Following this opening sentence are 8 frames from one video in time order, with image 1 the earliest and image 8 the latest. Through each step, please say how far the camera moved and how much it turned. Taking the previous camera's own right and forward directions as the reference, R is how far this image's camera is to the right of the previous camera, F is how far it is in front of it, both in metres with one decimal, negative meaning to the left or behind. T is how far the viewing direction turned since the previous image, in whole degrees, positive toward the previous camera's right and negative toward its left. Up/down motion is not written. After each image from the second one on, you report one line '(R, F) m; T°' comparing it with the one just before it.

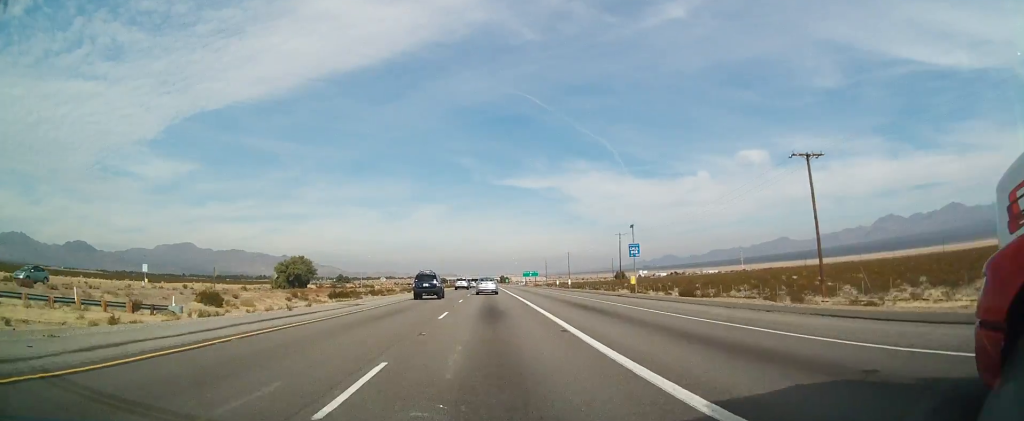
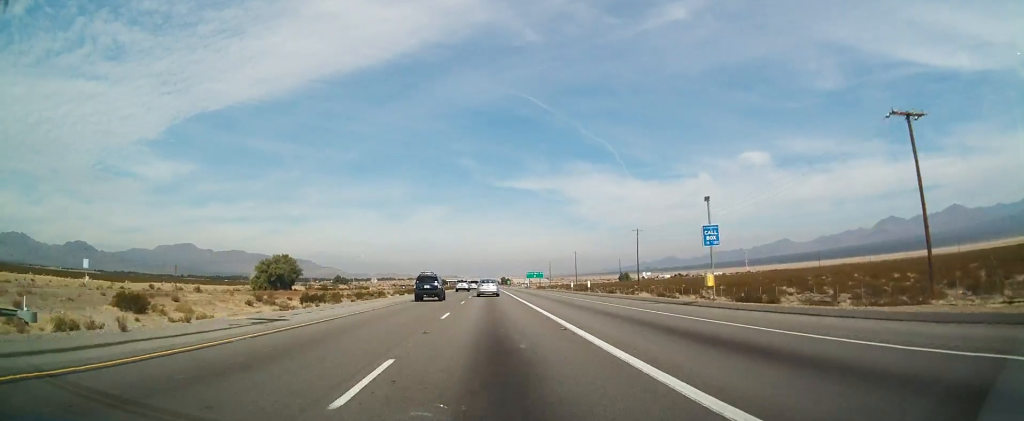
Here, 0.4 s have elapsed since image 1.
(0.0, +14.1) m; 0°
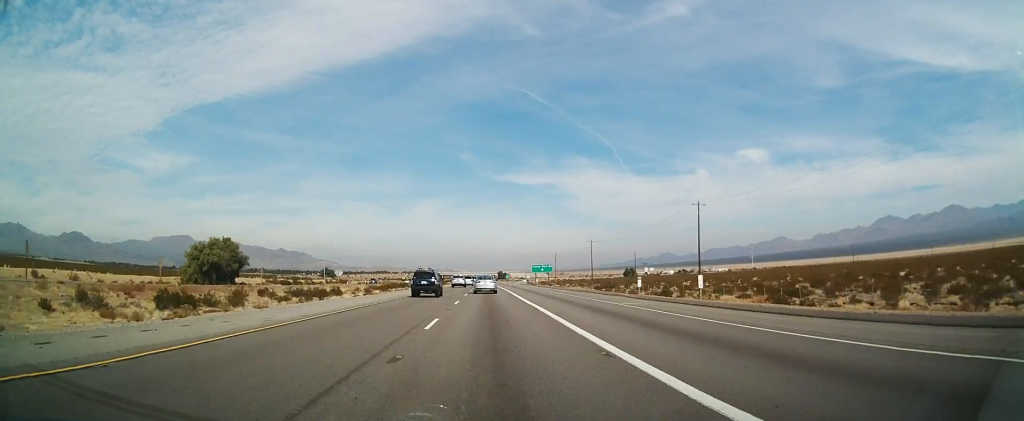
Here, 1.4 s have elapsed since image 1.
(-0.2, +29.9) m; 0°
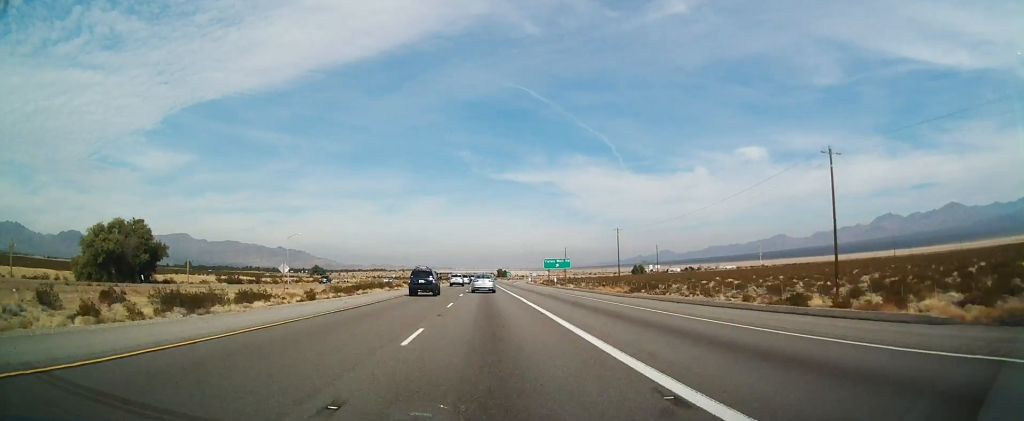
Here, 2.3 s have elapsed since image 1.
(0.0, +28.8) m; +1°
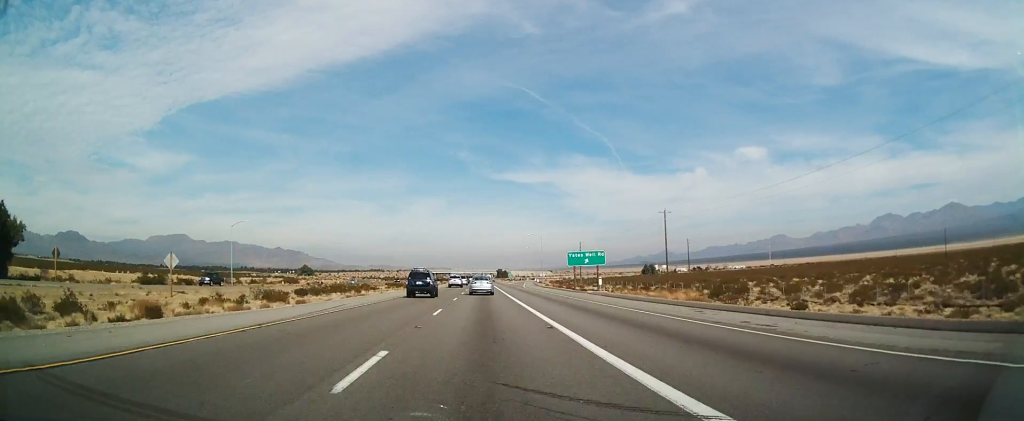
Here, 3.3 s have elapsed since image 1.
(+0.3, +31.4) m; +1°
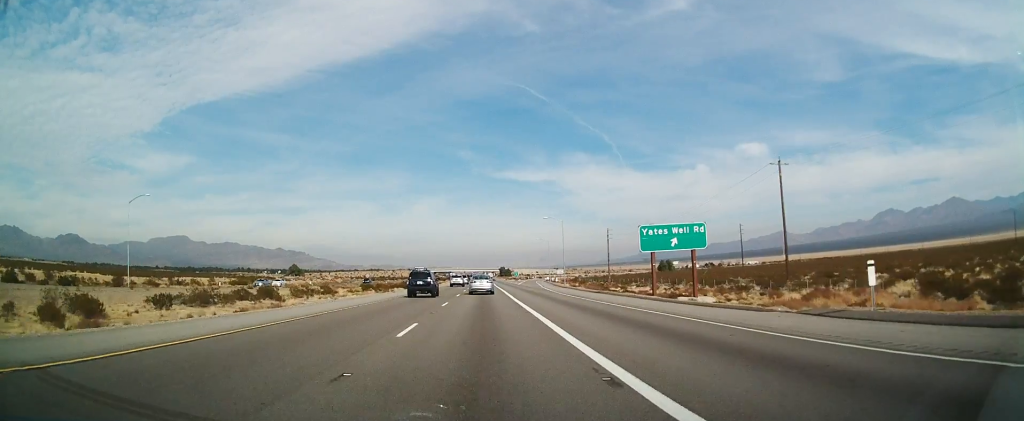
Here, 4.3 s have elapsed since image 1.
(+0.3, +35.7) m; 0°
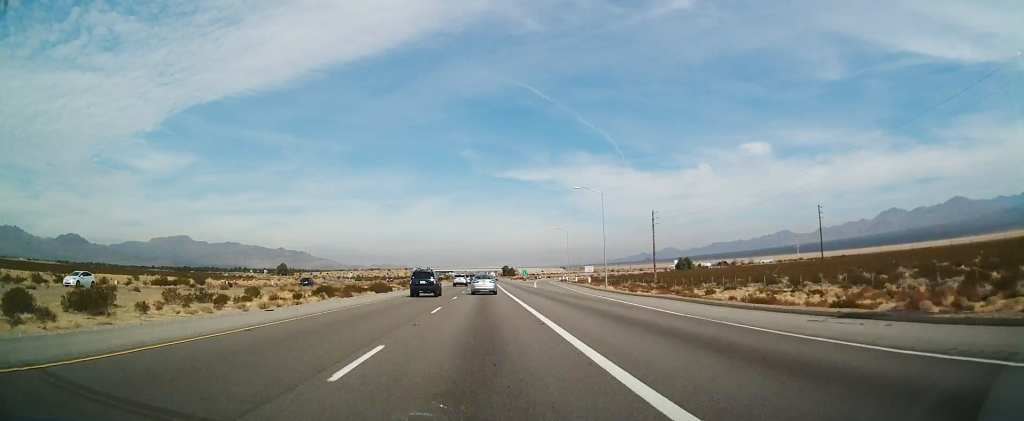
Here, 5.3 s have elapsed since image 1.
(-0.3, +34.2) m; -1°
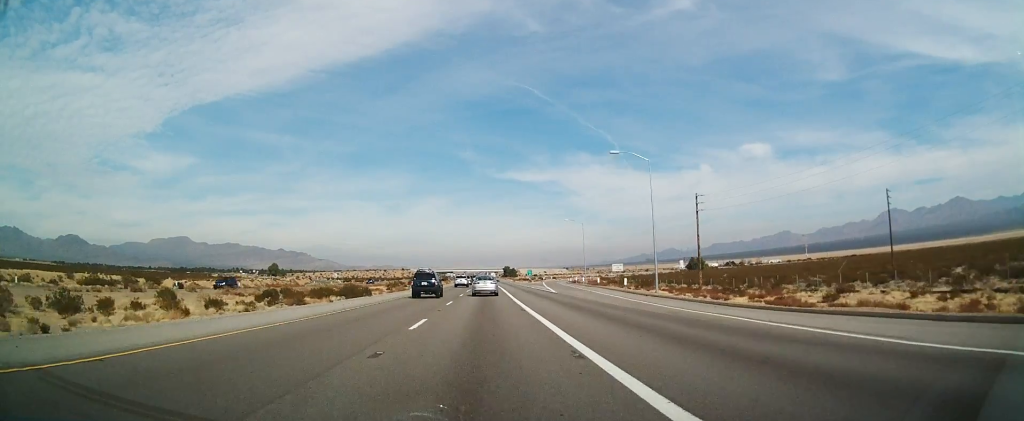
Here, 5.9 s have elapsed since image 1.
(-0.1, +20.8) m; 0°
